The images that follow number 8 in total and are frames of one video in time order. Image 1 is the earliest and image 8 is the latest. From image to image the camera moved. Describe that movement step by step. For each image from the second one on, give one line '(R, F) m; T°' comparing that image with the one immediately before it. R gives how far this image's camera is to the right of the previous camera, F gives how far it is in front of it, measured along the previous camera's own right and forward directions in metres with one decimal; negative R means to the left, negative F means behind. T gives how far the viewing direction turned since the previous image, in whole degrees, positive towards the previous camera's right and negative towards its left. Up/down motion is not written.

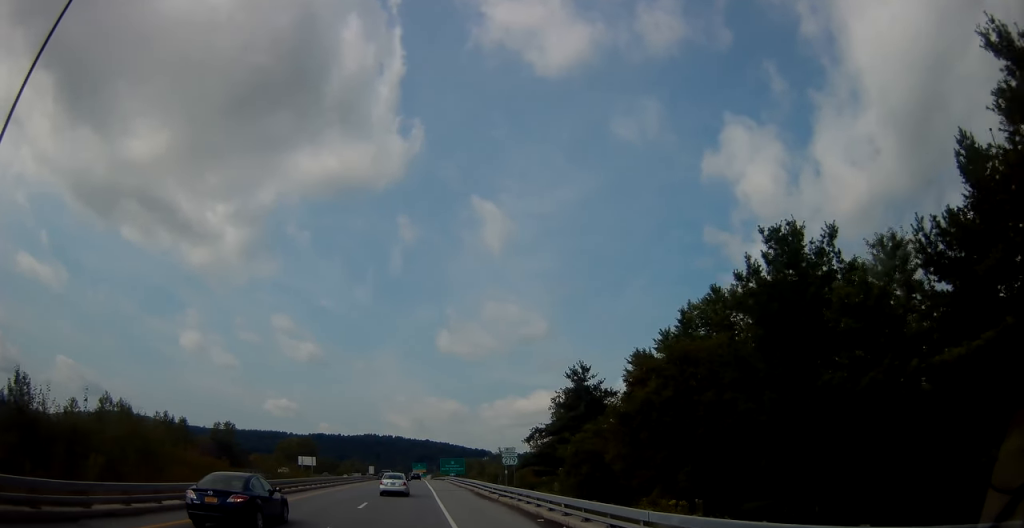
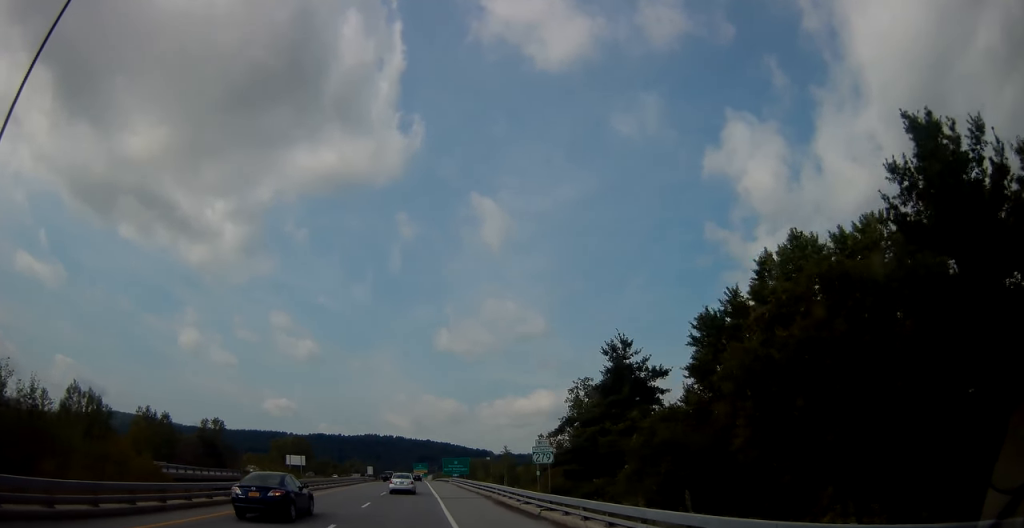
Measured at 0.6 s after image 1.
(0.0, +11.0) m; +1°
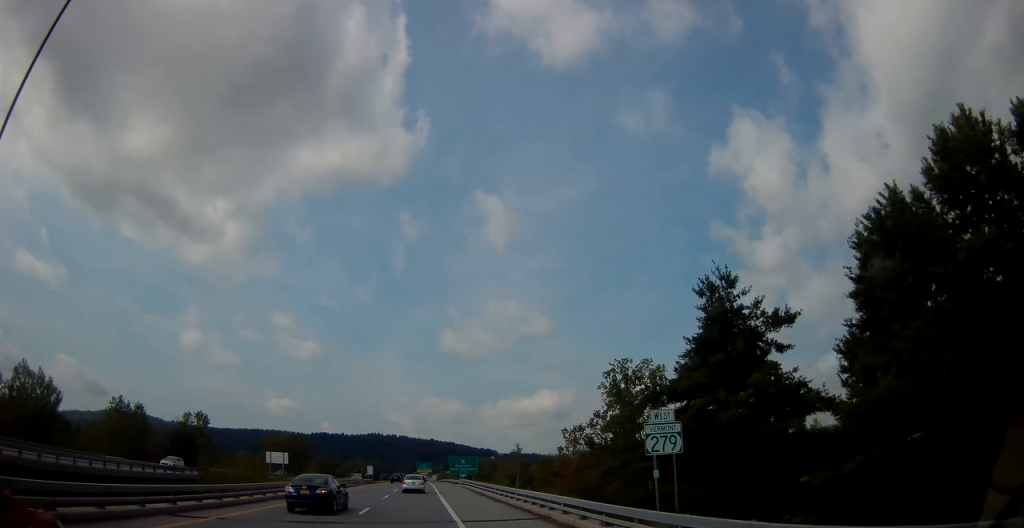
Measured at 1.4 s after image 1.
(+0.3, +15.4) m; 0°
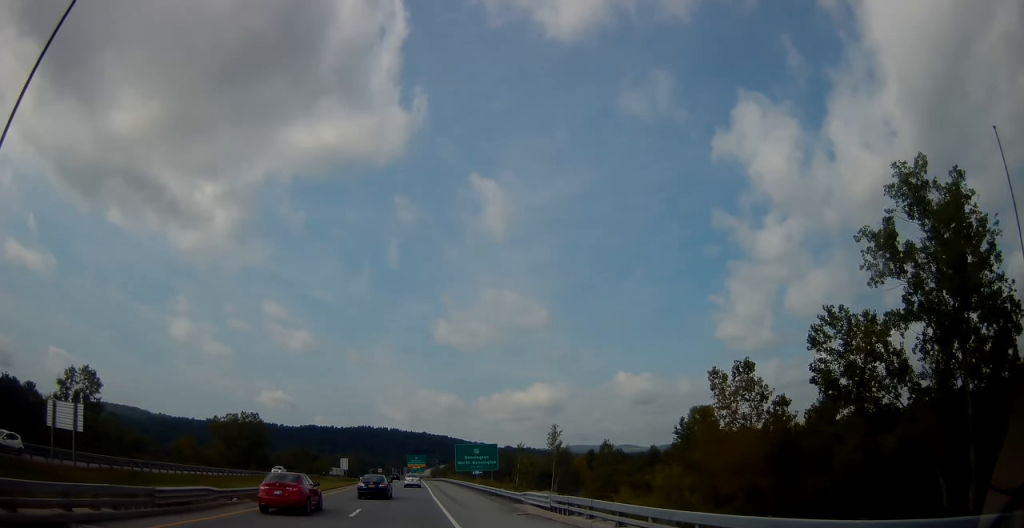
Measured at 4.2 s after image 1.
(-1.2, +52.6) m; -1°
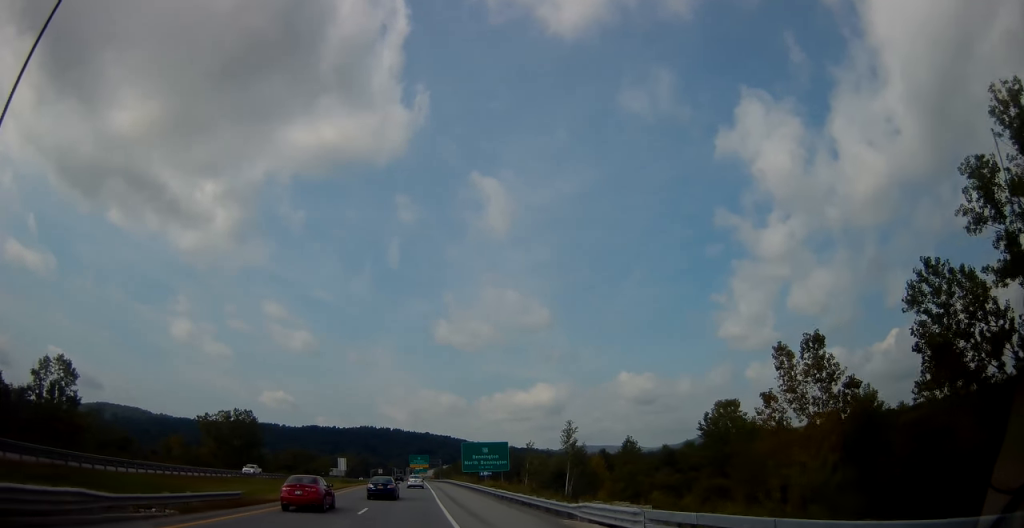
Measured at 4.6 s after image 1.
(0.0, +9.1) m; 0°
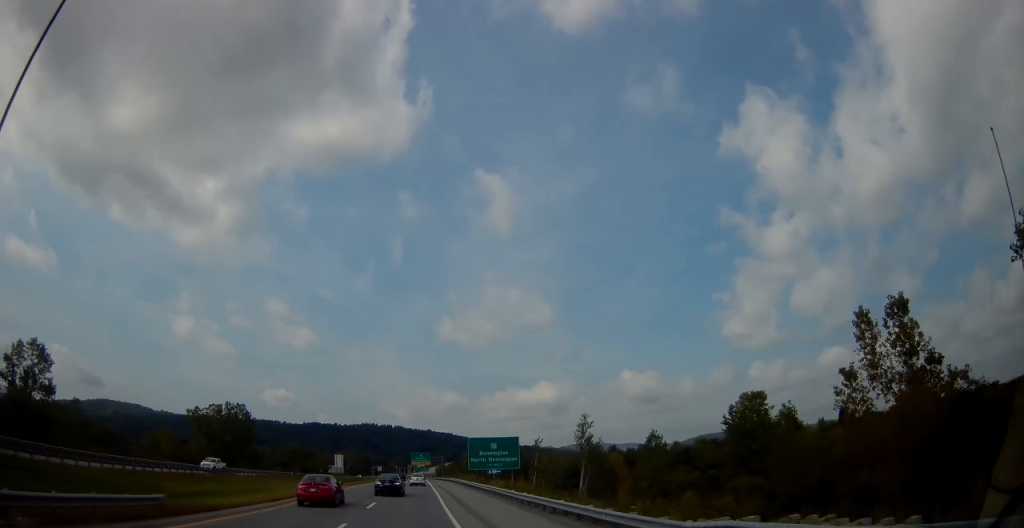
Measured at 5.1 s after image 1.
(0.0, +8.5) m; 0°
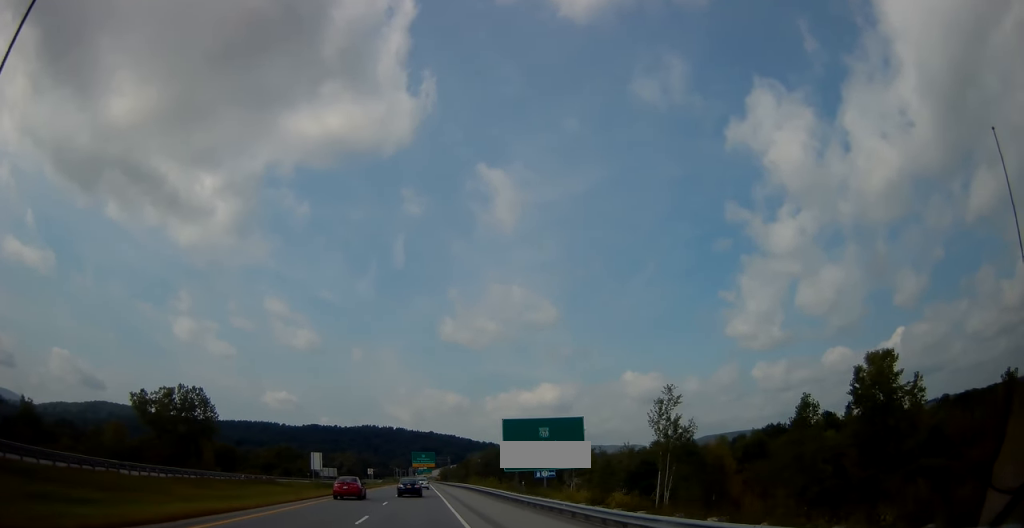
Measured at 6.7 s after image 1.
(-0.1, +32.2) m; -1°
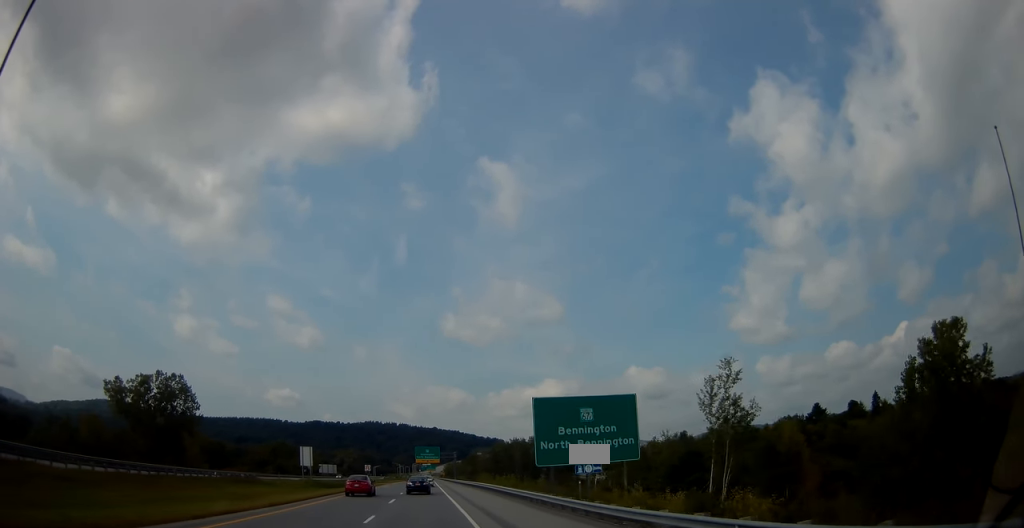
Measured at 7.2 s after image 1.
(-0.2, +12.2) m; 0°
